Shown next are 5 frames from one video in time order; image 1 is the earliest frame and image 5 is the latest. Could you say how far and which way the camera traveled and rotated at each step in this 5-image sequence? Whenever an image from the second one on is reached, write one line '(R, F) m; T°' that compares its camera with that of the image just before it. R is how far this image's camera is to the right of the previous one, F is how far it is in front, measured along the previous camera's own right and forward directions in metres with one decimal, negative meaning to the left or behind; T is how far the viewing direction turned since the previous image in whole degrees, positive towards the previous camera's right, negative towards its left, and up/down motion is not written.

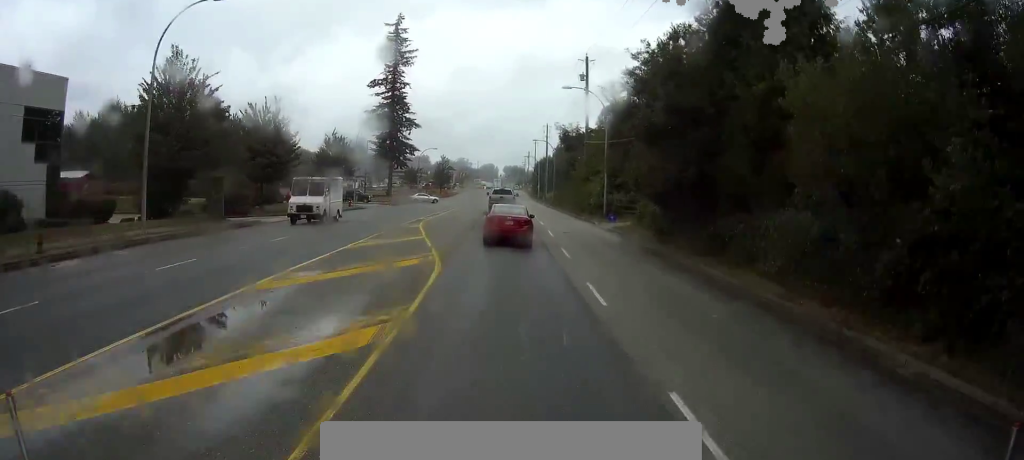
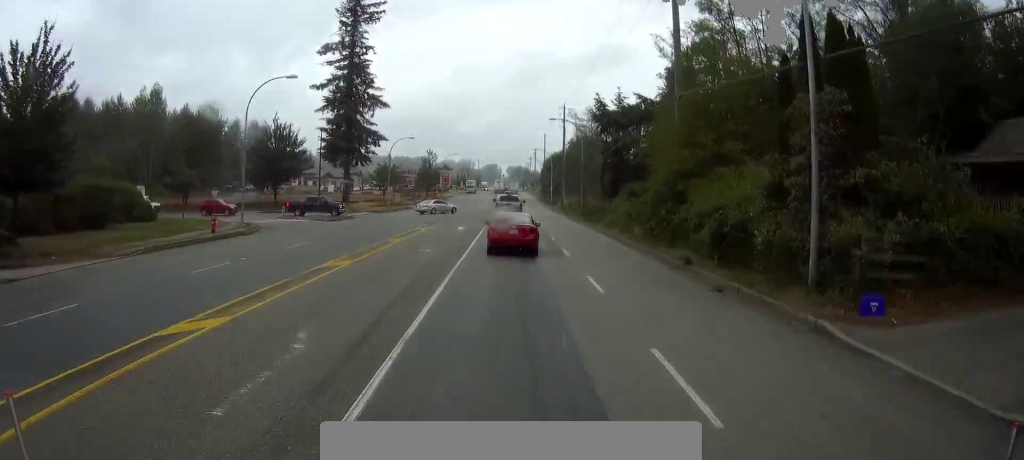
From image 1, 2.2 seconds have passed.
(+0.9, +32.9) m; +1°
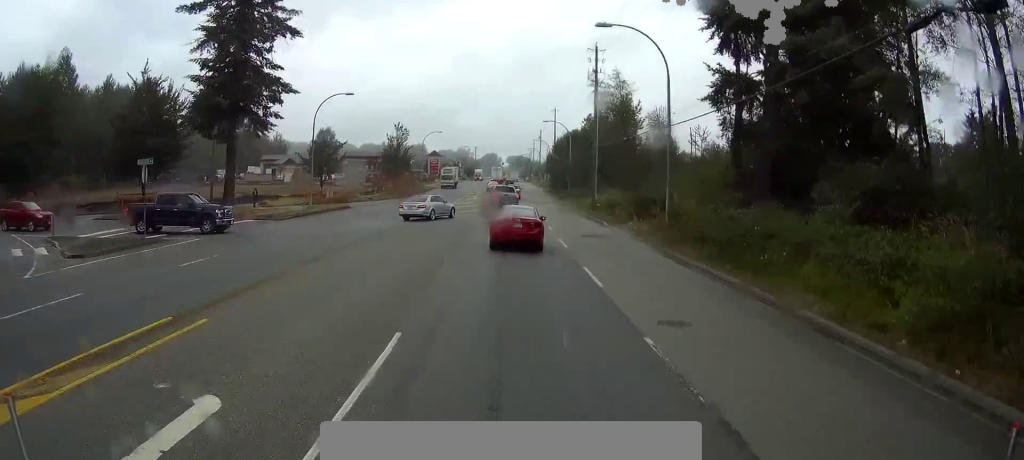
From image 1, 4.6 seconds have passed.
(-1.4, +35.6) m; -4°
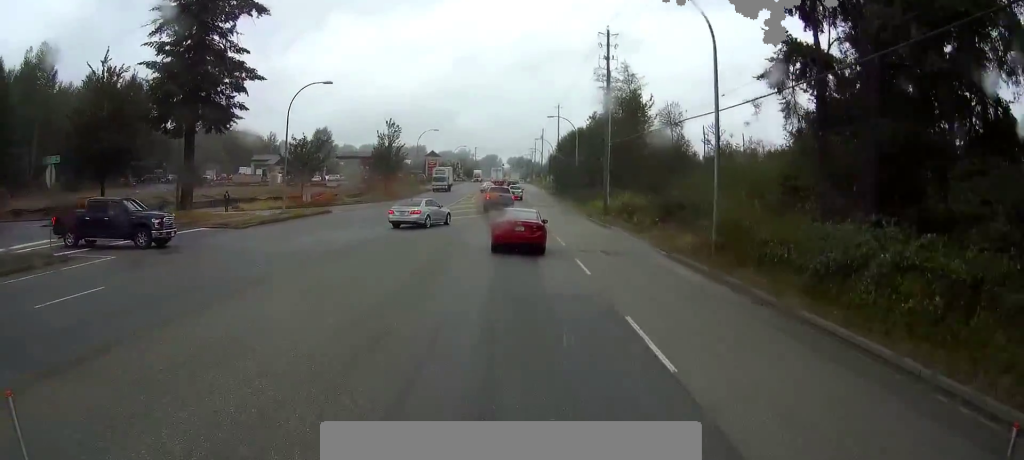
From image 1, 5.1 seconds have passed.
(-0.1, +7.1) m; -1°
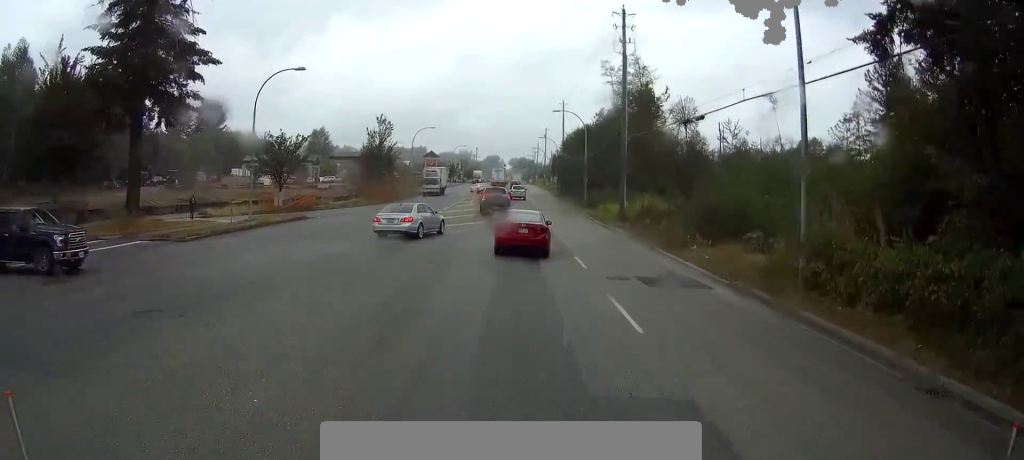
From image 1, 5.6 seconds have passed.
(0.0, +7.2) m; -1°
